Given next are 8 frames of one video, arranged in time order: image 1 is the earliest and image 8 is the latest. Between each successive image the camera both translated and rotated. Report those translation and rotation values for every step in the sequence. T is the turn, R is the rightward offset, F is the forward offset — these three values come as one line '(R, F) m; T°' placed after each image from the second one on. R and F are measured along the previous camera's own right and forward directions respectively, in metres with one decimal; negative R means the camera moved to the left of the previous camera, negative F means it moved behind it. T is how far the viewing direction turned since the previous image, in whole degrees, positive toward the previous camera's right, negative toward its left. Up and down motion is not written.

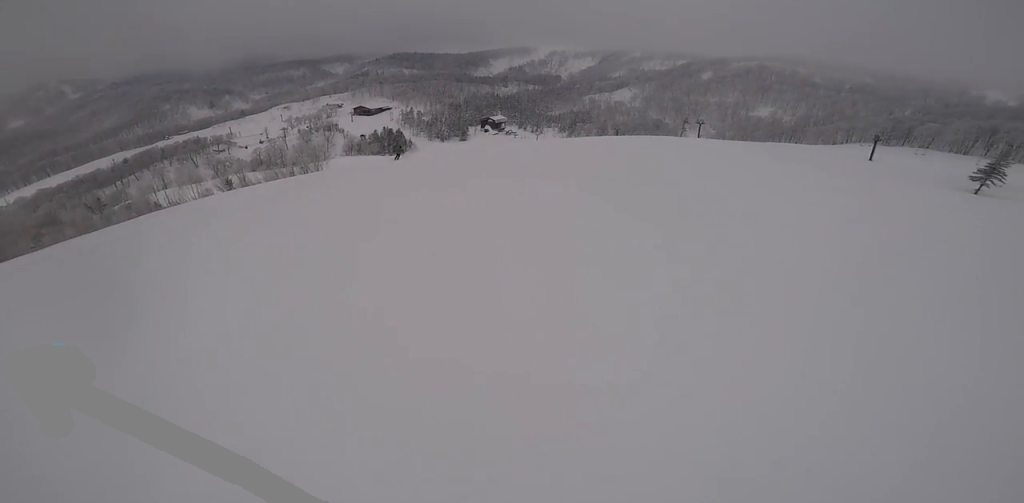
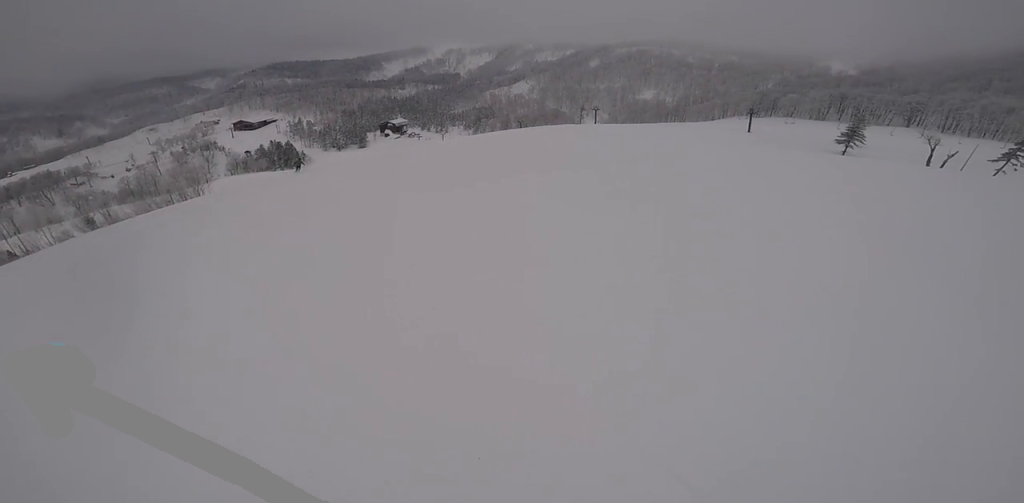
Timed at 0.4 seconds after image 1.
(-0.2, +2.0) m; +7°
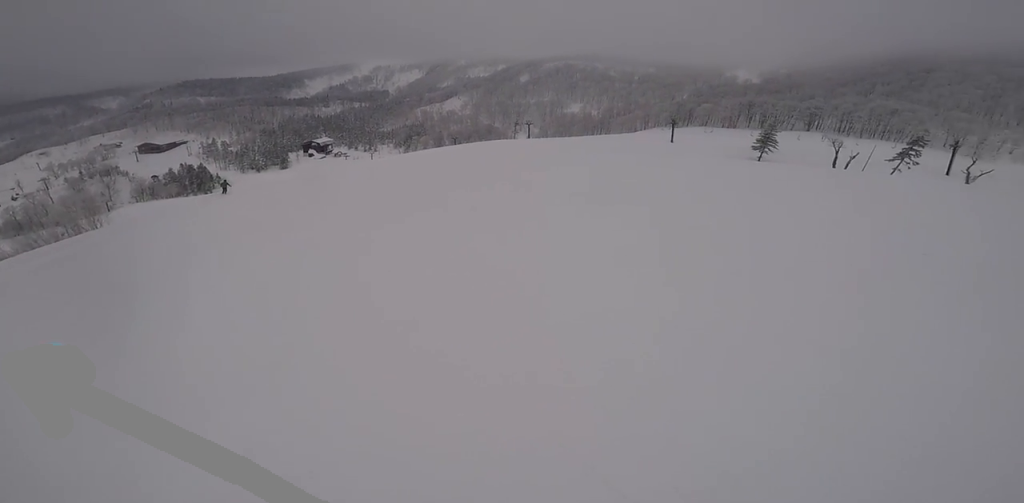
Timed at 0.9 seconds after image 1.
(0.0, +2.0) m; +8°
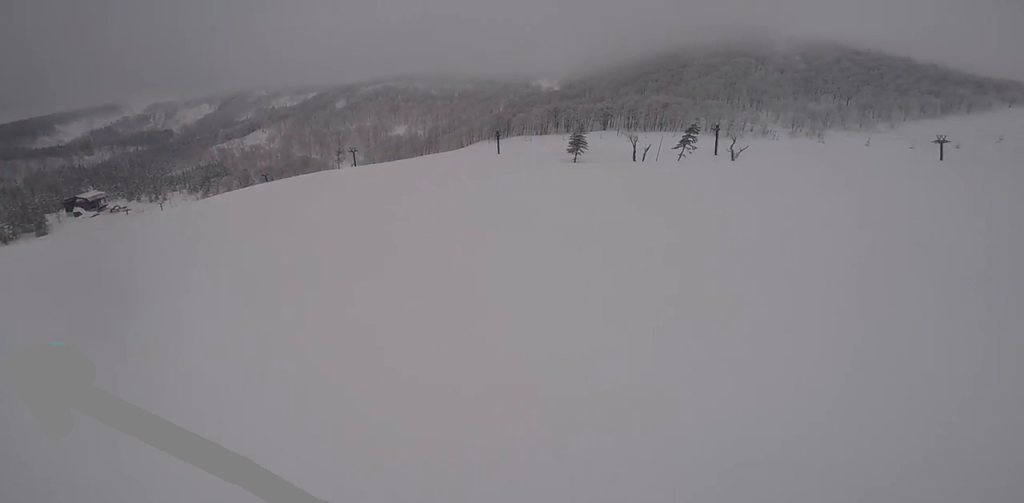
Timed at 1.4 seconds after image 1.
(+0.5, +2.4) m; +12°
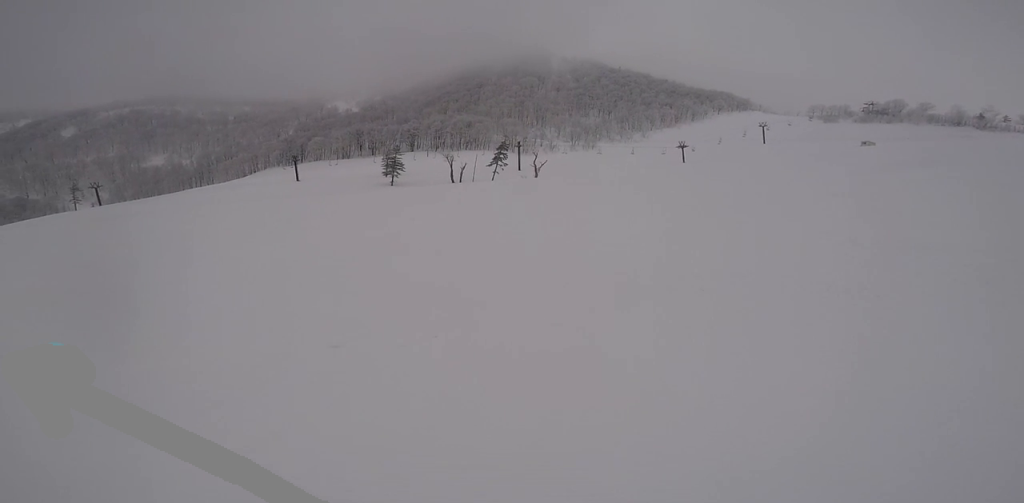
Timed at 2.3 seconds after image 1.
(+0.8, +4.4) m; +13°
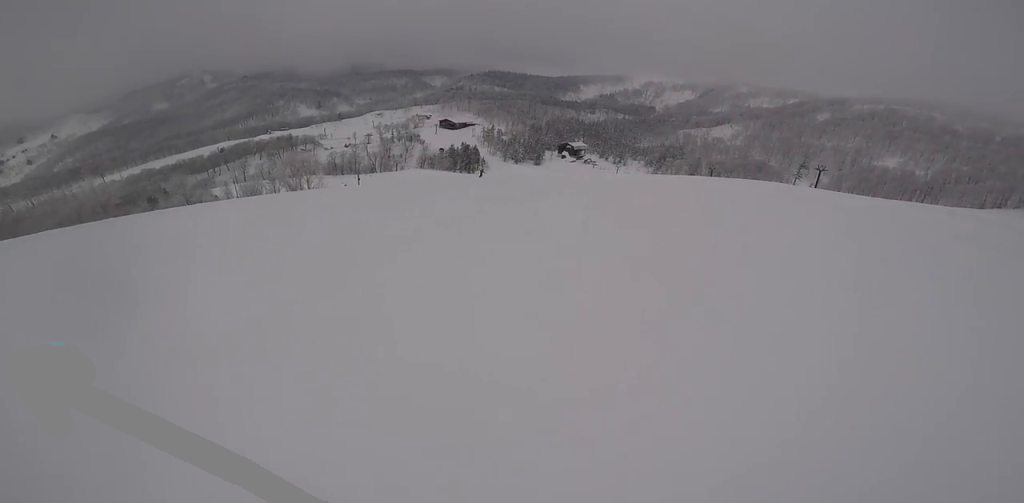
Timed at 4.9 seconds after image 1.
(-1.8, +11.9) m; -49°
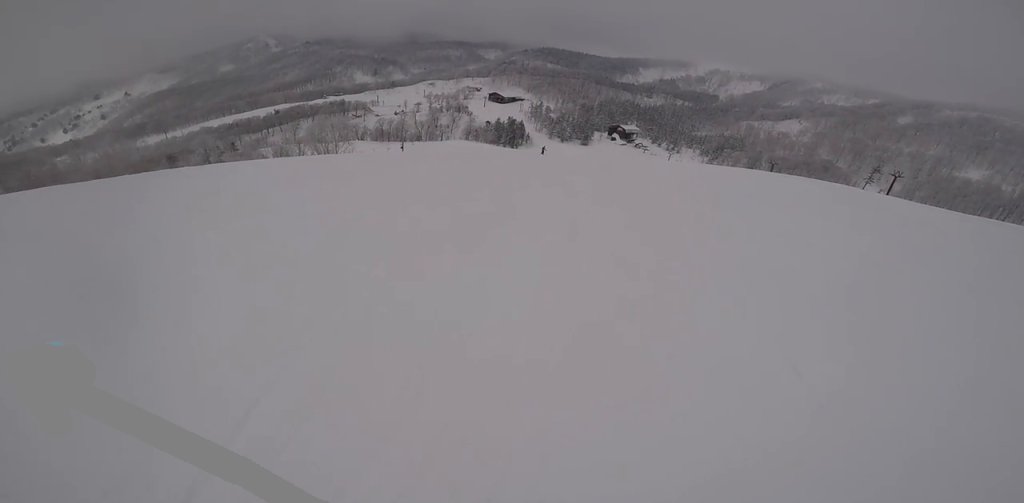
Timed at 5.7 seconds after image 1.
(-2.0, +4.2) m; -11°
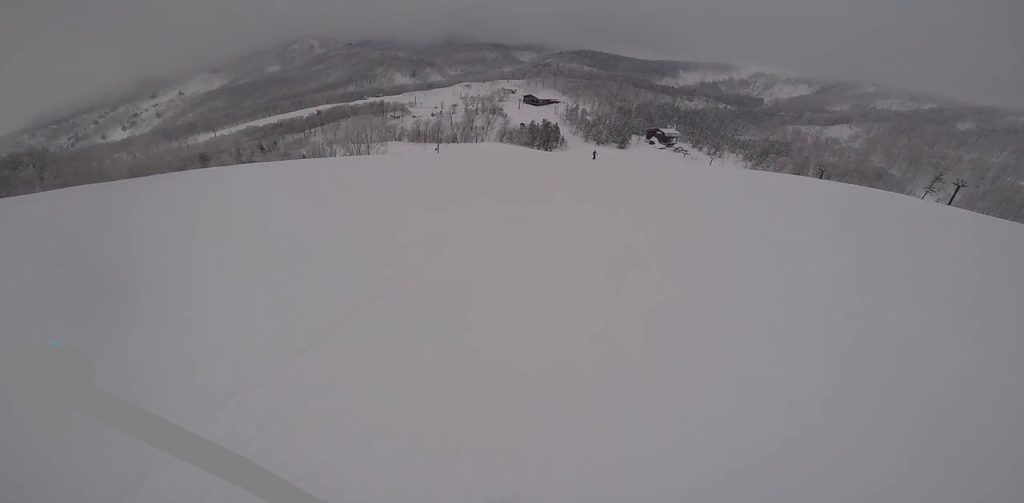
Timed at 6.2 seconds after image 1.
(+0.6, +2.4) m; +7°
